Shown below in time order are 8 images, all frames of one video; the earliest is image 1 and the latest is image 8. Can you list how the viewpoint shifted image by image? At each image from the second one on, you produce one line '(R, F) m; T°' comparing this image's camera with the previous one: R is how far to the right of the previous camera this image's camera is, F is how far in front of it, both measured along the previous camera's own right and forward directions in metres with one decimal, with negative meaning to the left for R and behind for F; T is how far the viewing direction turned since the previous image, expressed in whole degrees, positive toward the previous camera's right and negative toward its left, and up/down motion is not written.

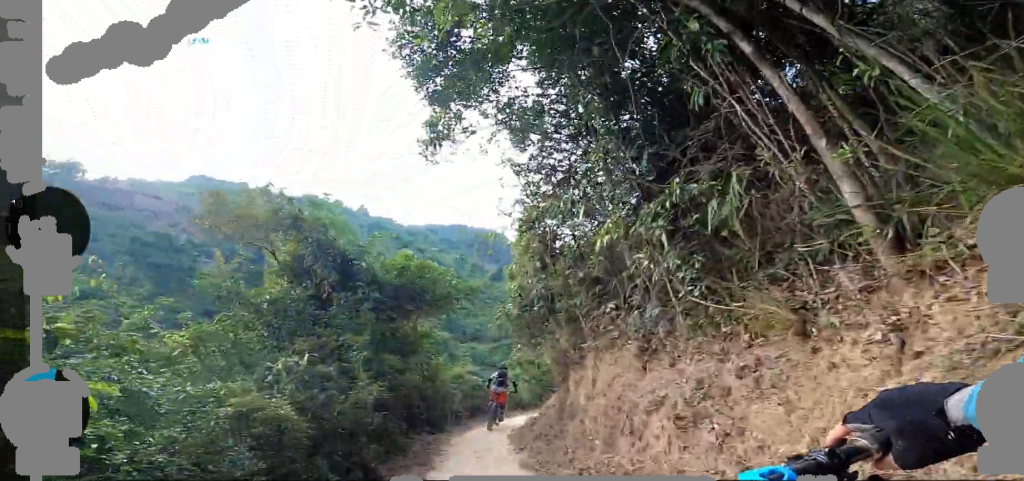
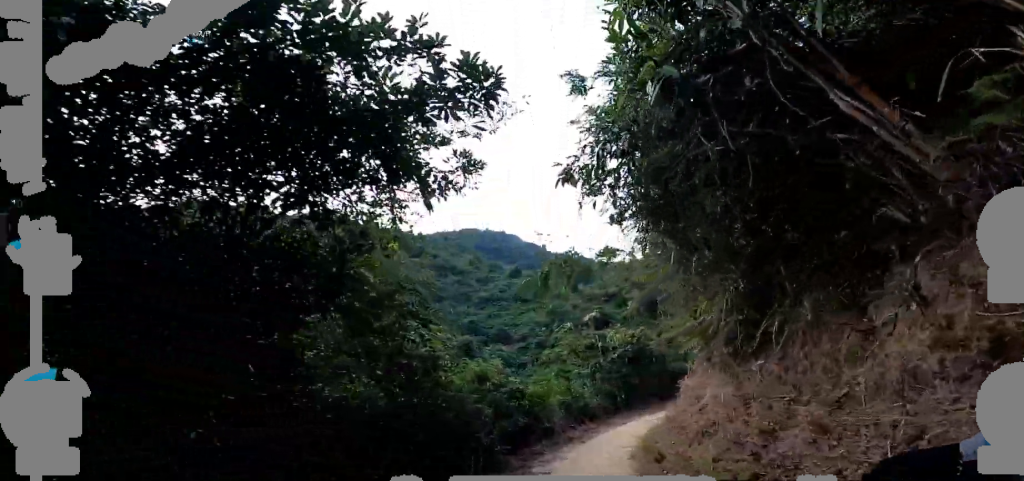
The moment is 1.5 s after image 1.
(-1.2, +5.8) m; -25°
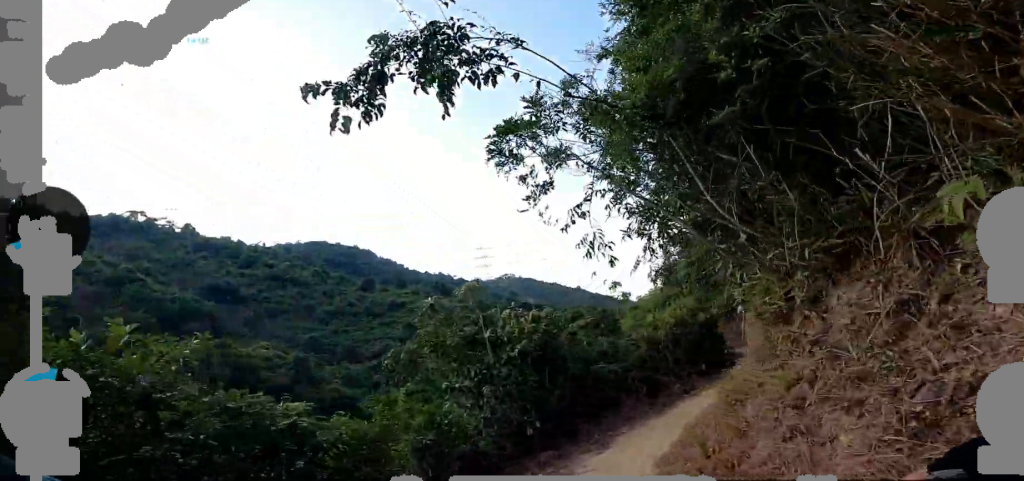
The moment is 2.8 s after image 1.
(-0.5, +5.4) m; +5°
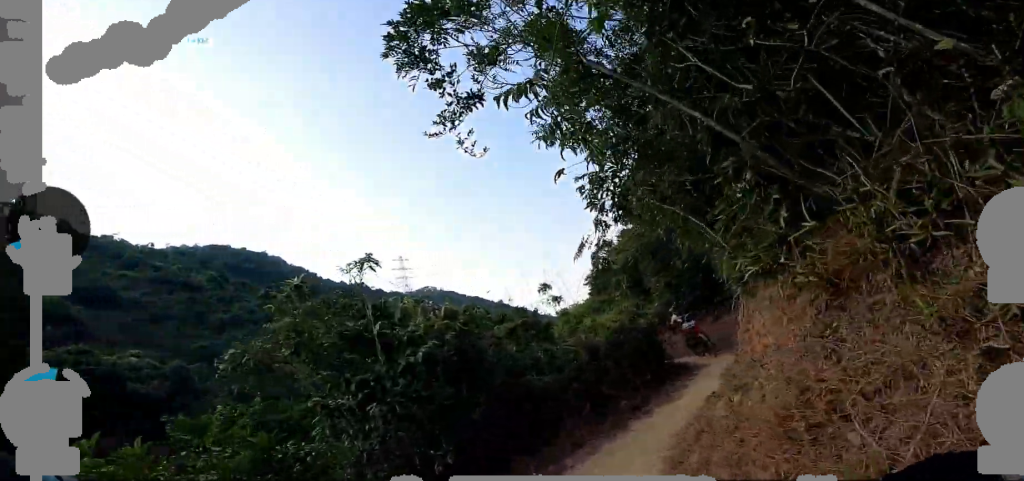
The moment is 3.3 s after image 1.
(+0.1, +2.0) m; +6°
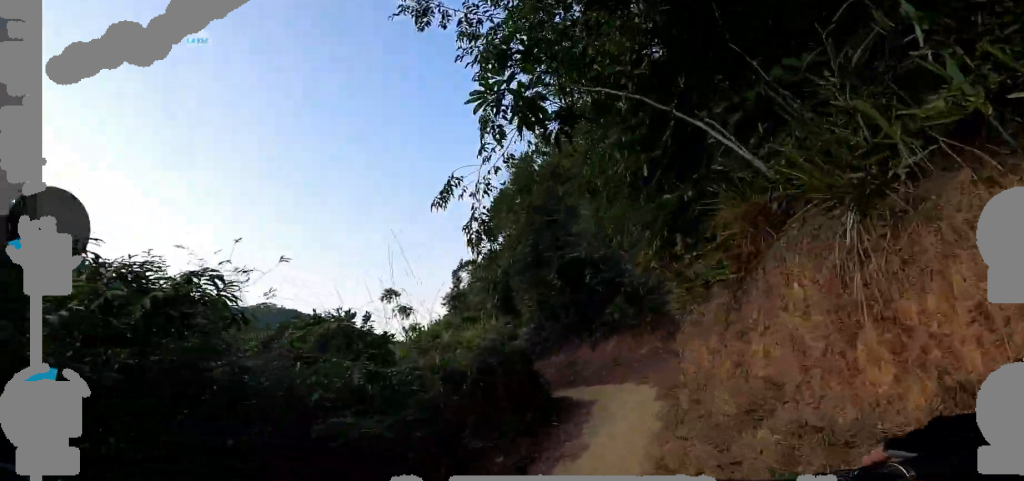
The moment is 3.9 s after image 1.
(+0.3, +3.0) m; +6°
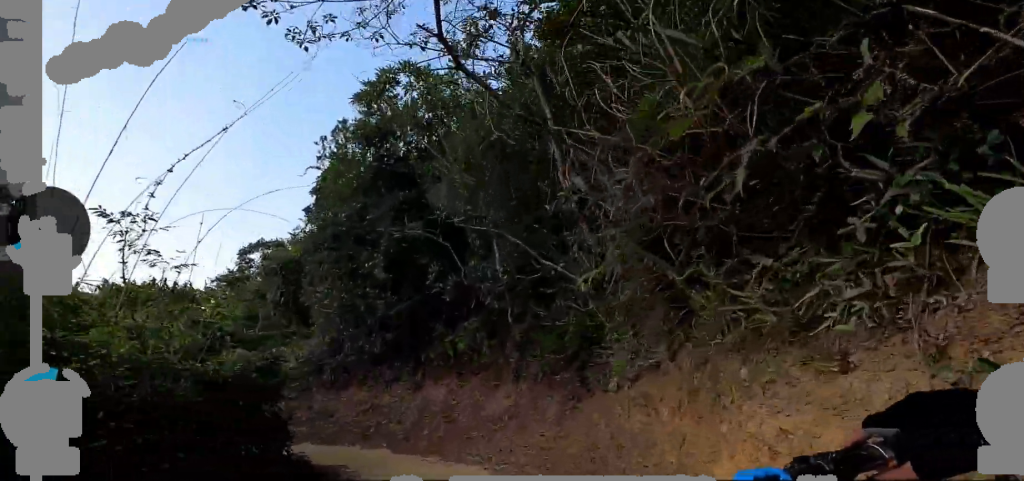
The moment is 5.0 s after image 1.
(+0.3, +4.9) m; +12°
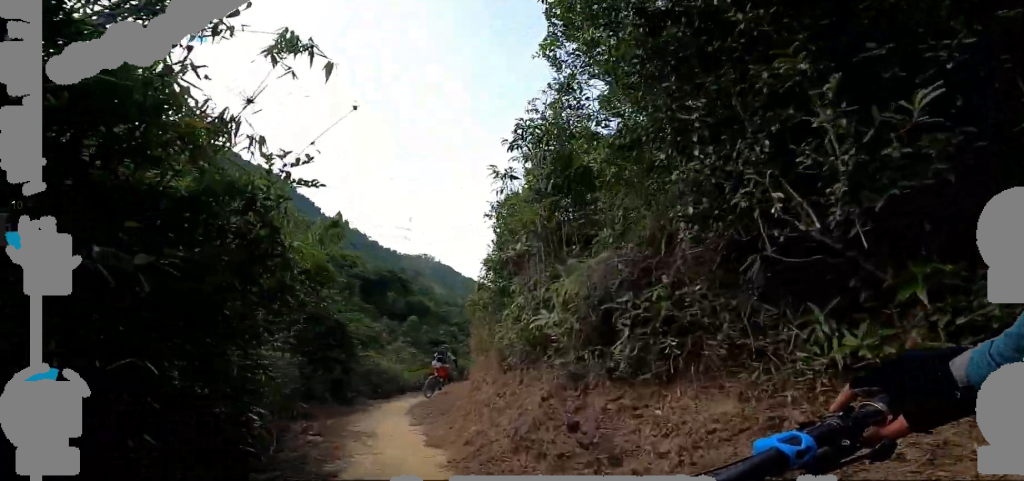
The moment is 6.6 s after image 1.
(-0.7, +7.2) m; -29°
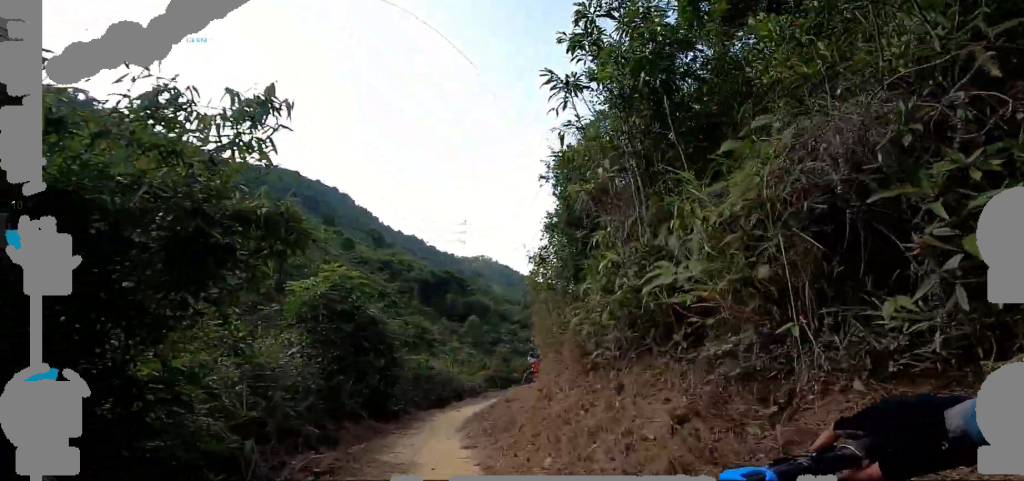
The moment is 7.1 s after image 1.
(-0.2, +2.9) m; -16°
